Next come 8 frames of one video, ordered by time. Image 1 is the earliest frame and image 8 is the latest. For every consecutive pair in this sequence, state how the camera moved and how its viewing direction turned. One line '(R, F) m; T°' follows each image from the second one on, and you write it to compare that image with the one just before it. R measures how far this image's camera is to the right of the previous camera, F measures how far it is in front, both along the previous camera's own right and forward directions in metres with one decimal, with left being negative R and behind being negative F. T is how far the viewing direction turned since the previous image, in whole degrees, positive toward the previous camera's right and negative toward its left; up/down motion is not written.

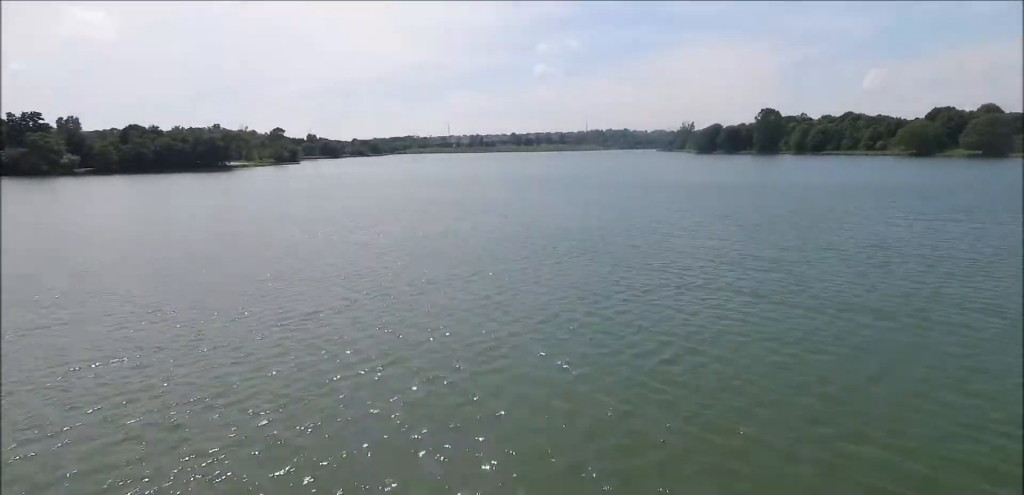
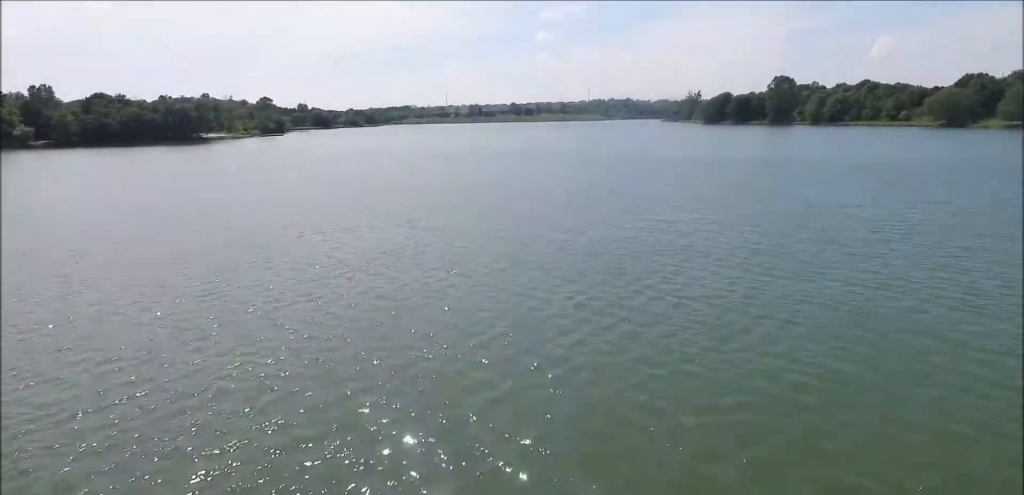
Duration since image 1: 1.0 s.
(0.0, +14.6) m; 0°
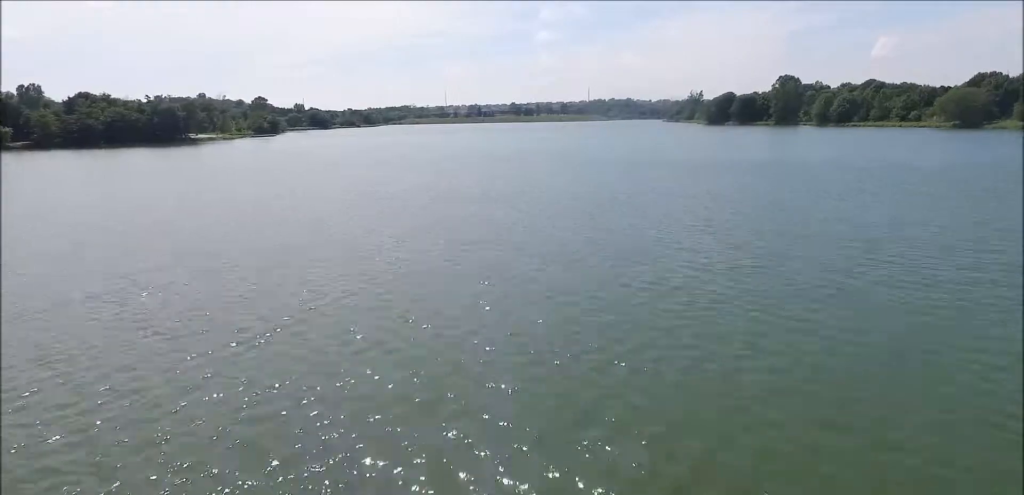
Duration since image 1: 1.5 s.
(0.0, +6.9) m; 0°
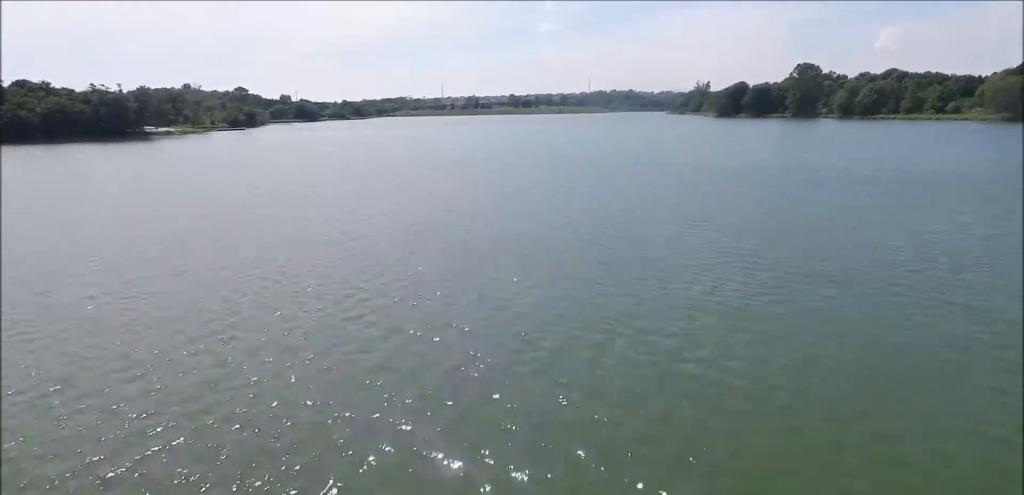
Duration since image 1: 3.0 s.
(-0.1, +21.6) m; -1°
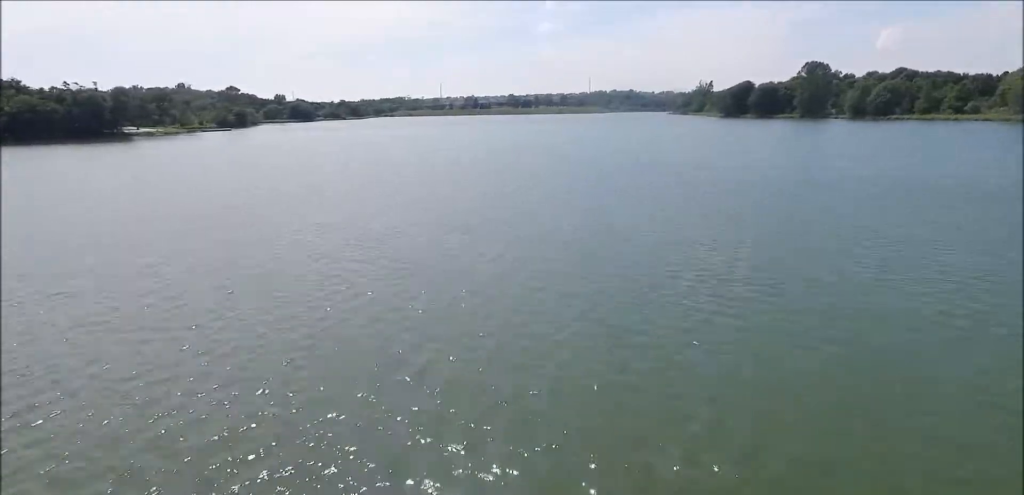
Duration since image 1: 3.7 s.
(0.0, +9.3) m; 0°
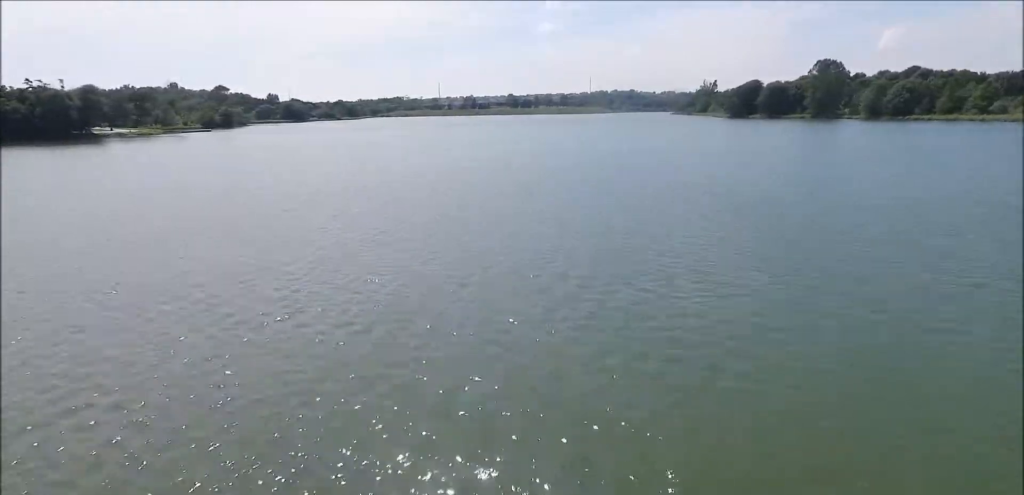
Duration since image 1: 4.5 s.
(0.0, +11.6) m; 0°
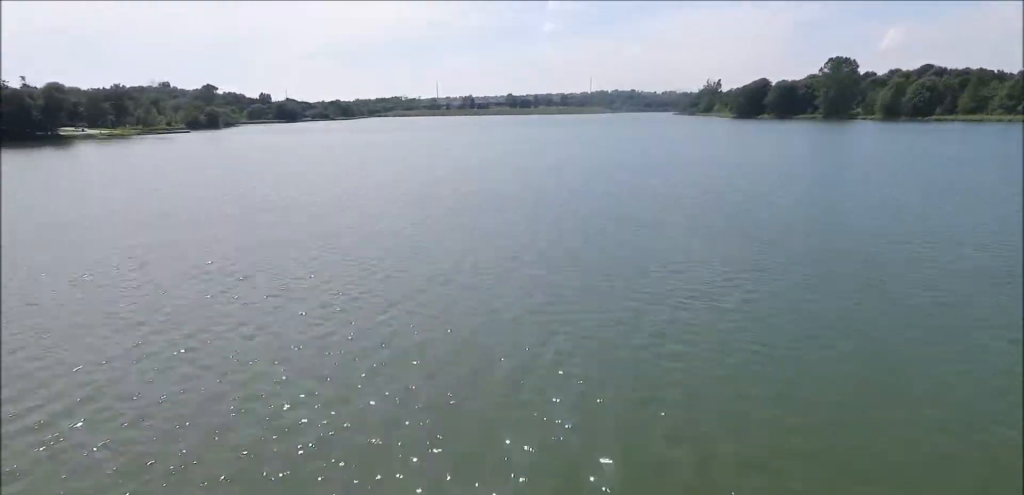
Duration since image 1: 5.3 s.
(0.0, +12.3) m; 0°
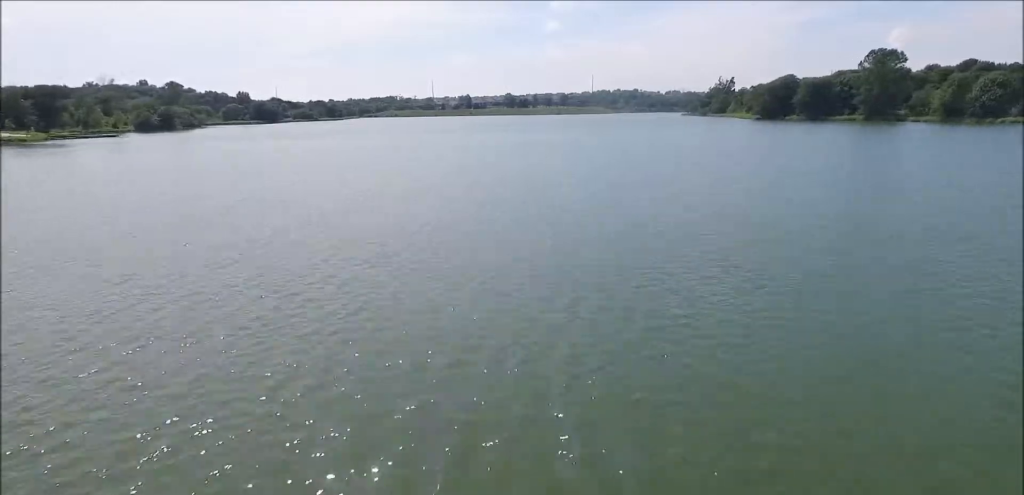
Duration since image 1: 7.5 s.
(-0.3, +31.3) m; -1°
